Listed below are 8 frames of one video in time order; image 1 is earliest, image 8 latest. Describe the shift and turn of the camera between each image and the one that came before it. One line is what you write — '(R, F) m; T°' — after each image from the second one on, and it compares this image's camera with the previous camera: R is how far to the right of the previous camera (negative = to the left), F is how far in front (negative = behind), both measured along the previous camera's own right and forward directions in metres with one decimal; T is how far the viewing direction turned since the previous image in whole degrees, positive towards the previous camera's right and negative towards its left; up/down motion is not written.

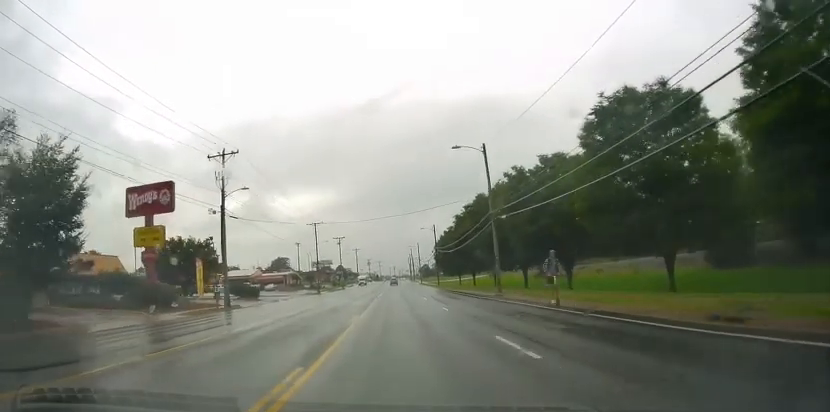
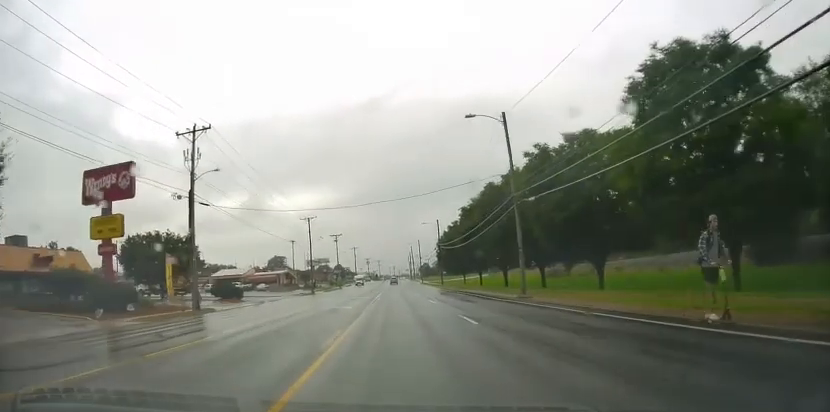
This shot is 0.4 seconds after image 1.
(0.0, +6.7) m; 0°
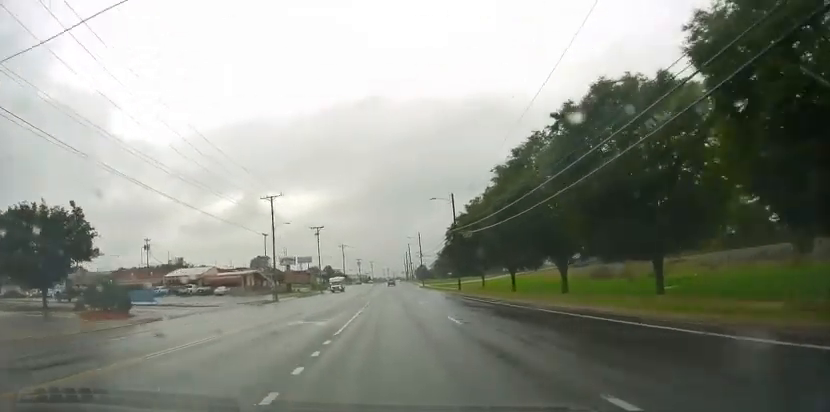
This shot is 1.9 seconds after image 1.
(0.0, +22.9) m; +1°
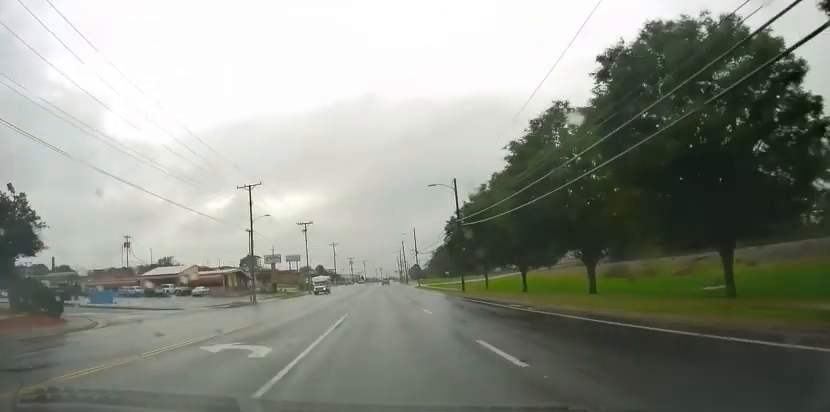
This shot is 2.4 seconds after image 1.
(0.0, +6.9) m; +1°
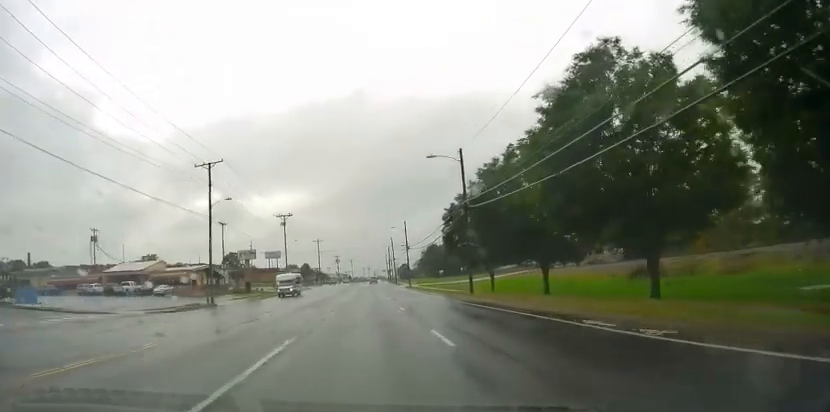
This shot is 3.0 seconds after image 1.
(+0.2, +9.5) m; +1°
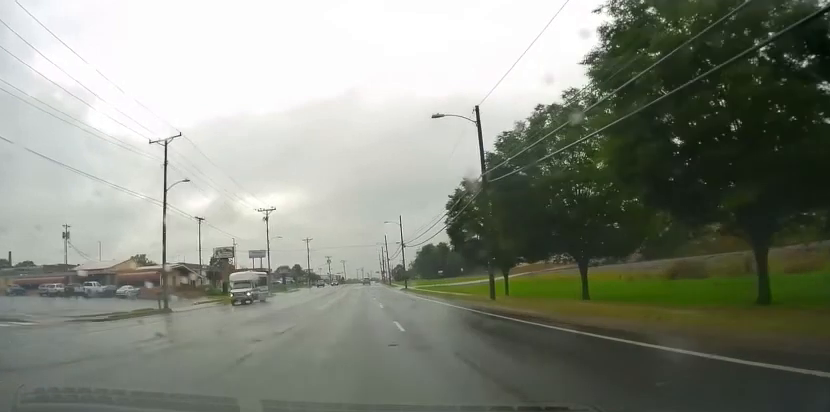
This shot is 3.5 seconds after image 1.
(0.0, +8.3) m; 0°
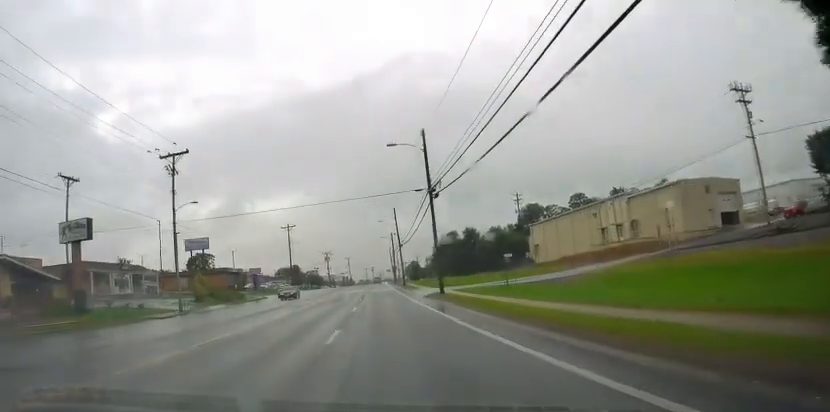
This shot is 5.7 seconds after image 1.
(-0.3, +37.3) m; +1°
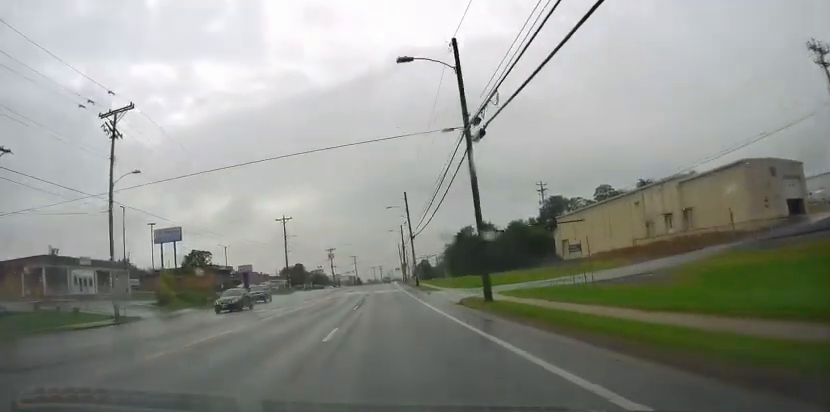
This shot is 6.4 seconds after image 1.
(+0.1, +11.7) m; +1°
